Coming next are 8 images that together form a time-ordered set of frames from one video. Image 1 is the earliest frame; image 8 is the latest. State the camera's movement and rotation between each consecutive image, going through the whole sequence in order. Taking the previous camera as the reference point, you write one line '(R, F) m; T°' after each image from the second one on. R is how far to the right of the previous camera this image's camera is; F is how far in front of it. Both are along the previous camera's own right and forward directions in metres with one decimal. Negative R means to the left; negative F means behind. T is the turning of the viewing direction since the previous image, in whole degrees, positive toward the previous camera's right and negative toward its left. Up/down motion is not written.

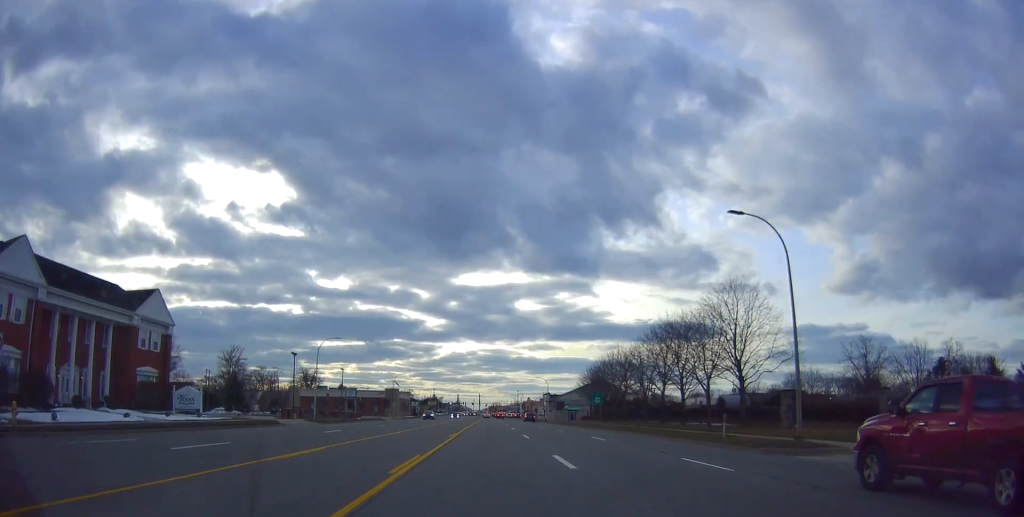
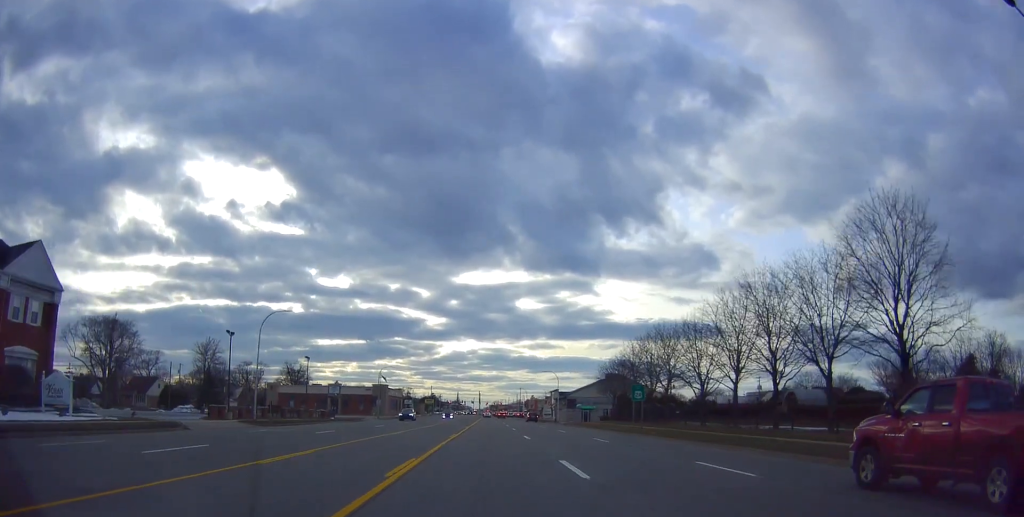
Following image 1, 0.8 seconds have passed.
(0.0, +16.9) m; 0°
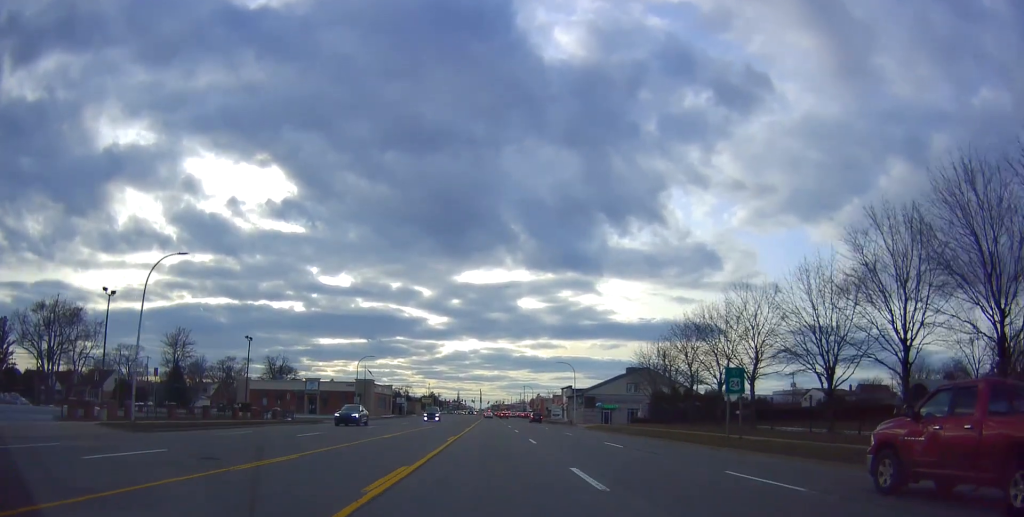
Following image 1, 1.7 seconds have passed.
(0.0, +18.0) m; 0°
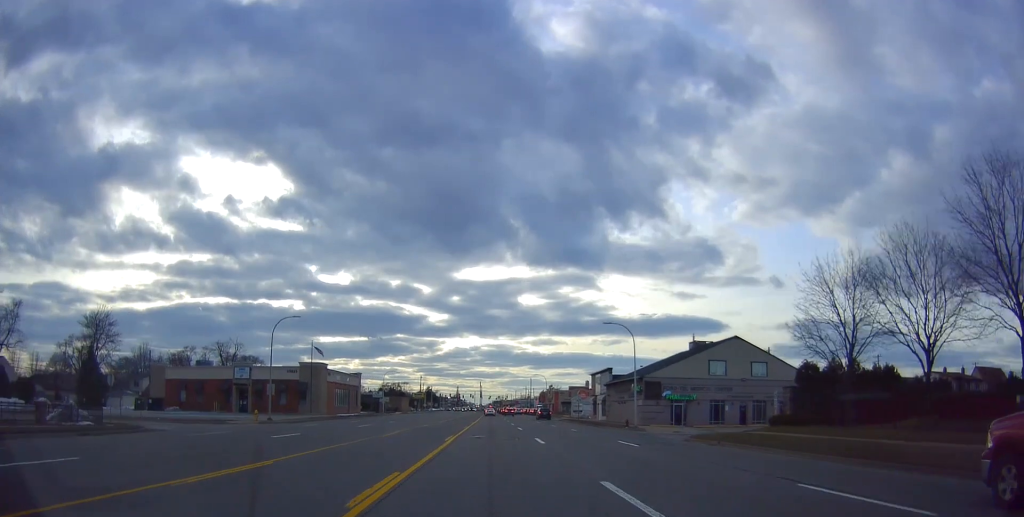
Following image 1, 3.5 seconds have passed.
(0.0, +34.7) m; 0°
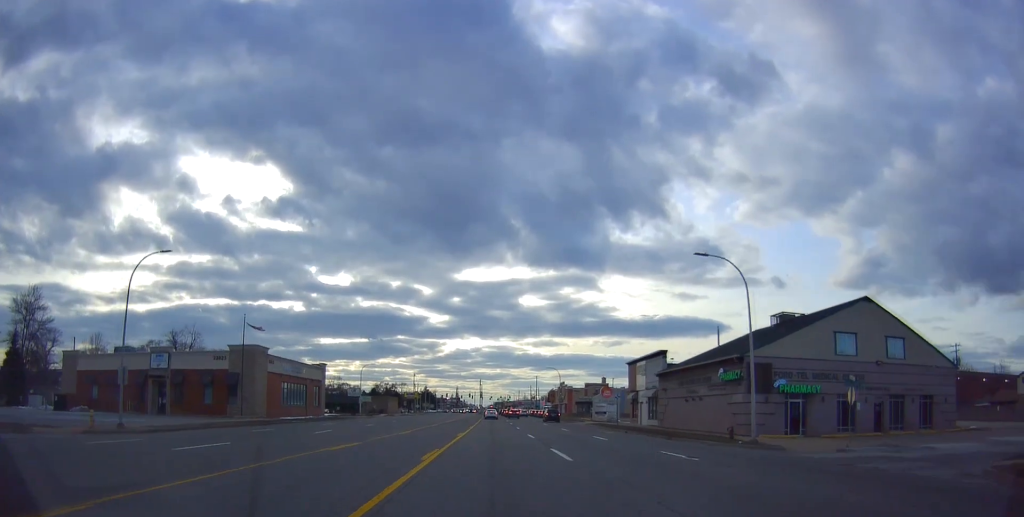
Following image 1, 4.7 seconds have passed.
(0.0, +22.7) m; 0°
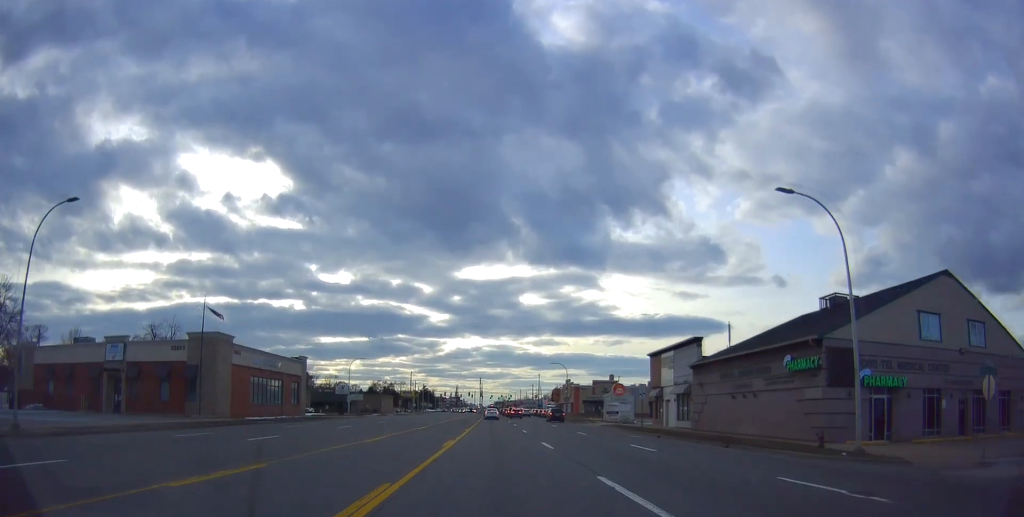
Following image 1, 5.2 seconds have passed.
(0.0, +8.6) m; 0°
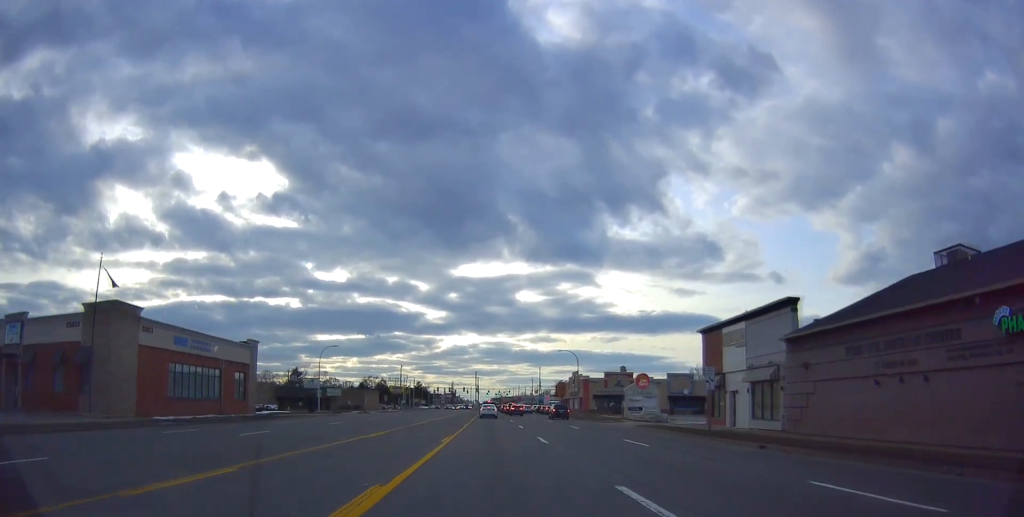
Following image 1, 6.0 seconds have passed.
(0.0, +14.2) m; 0°
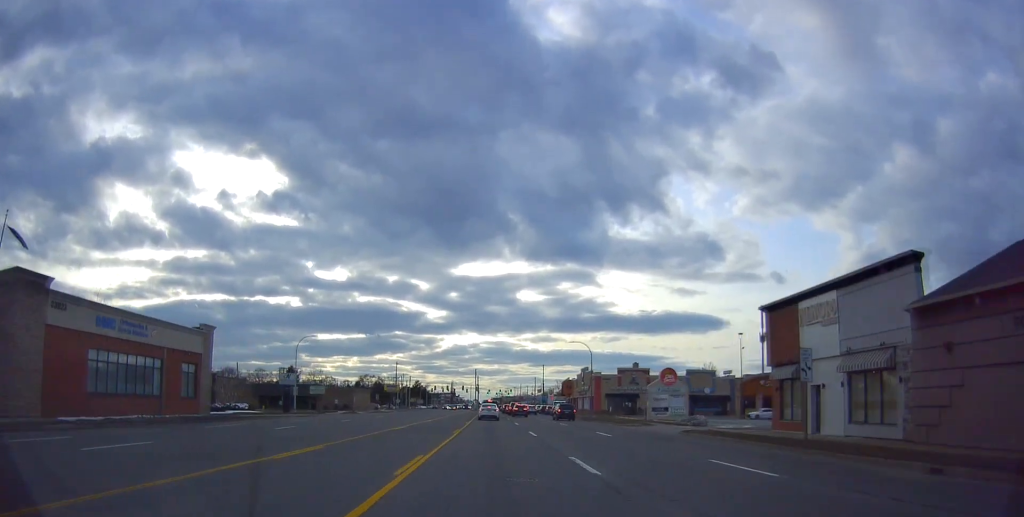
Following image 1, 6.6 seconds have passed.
(0.0, +9.8) m; +1°
